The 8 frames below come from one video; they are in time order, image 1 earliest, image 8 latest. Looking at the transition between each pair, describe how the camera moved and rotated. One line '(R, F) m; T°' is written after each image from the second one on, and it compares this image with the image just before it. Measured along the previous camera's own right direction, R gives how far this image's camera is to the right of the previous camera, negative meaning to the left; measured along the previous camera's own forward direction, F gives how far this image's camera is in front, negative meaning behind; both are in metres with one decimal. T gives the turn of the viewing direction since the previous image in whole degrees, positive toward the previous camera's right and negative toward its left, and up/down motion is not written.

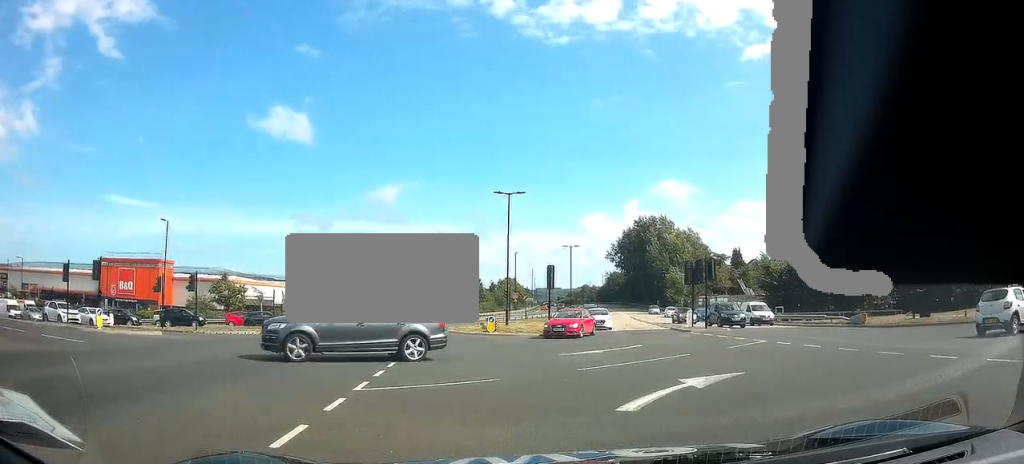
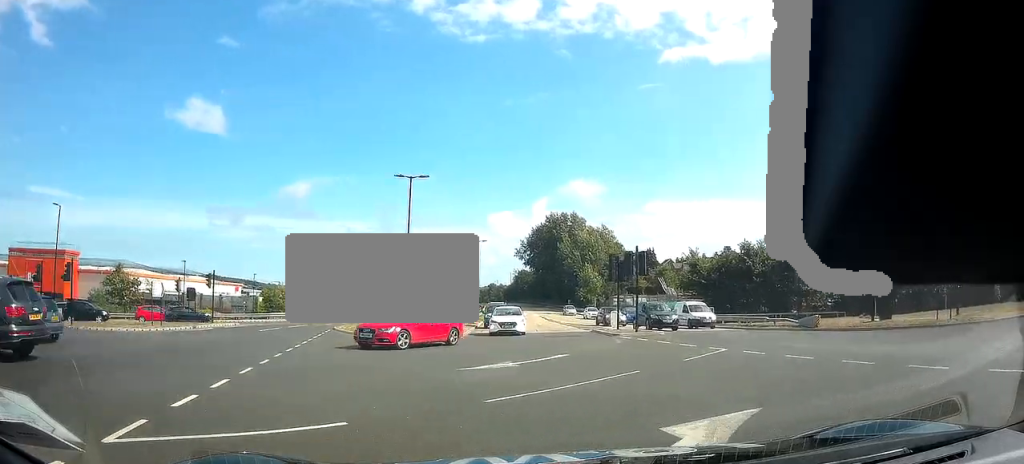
(+0.1, +3.6) m; +6°
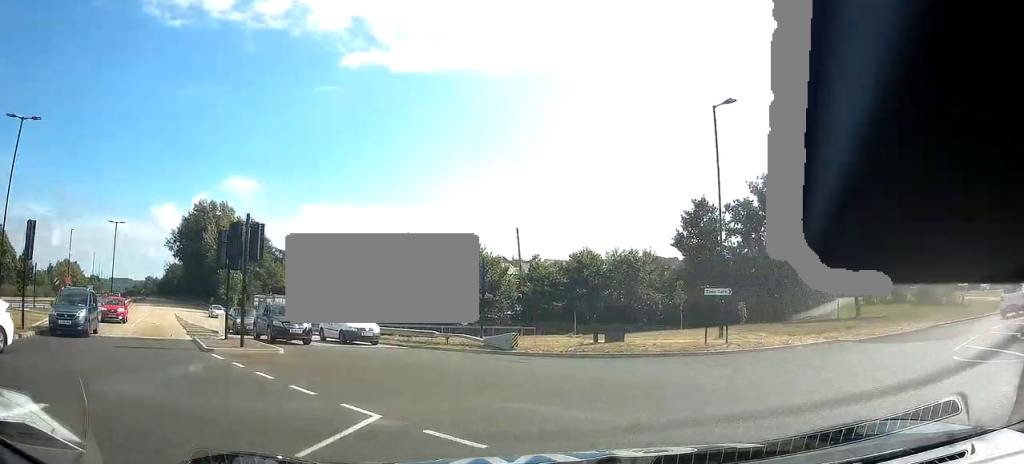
(+2.1, +6.8) m; +47°
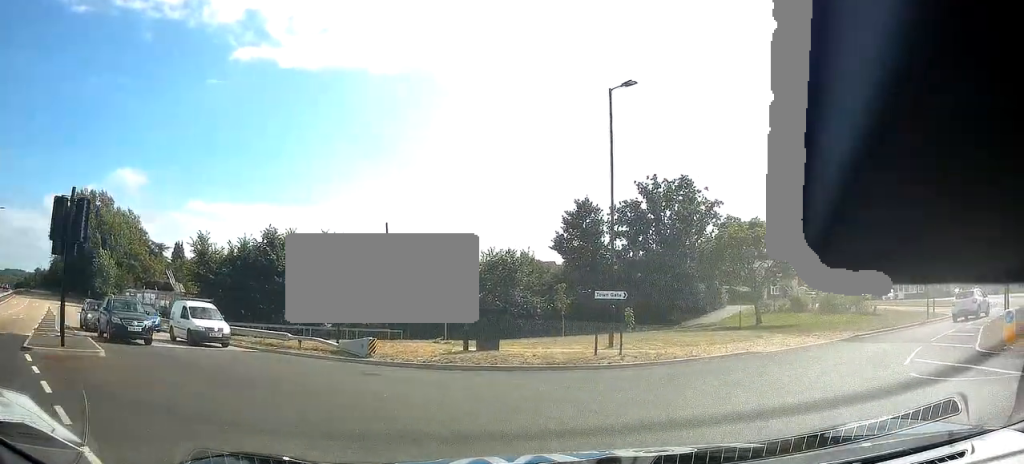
(0.0, +2.4) m; +21°
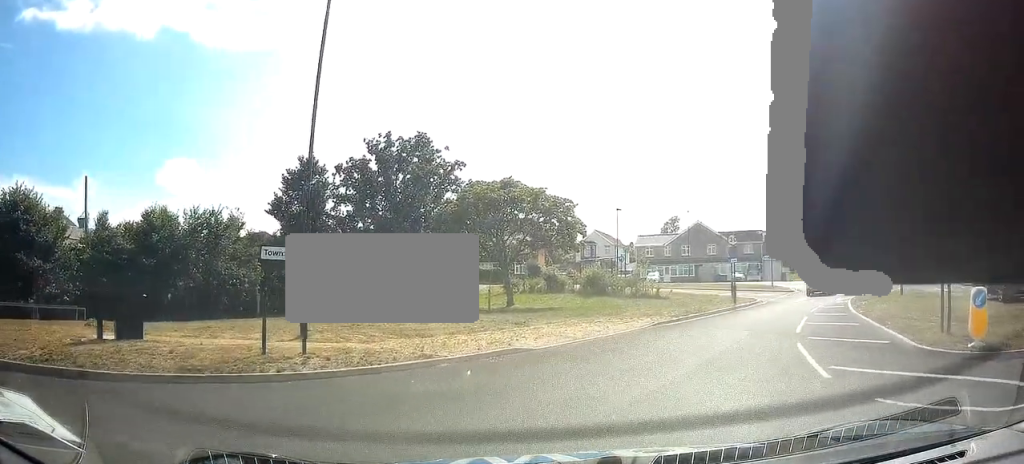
(+2.1, +6.0) m; +20°
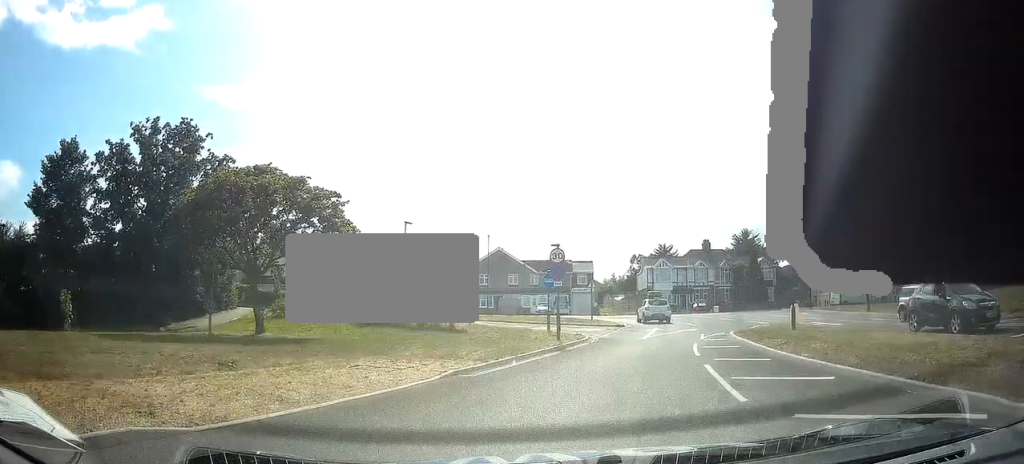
(0.0, +6.8) m; 0°
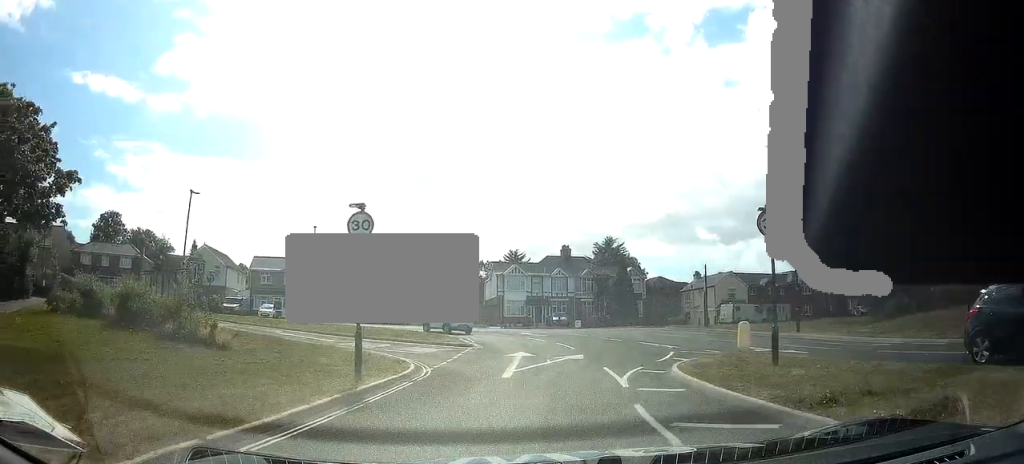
(0.0, +8.6) m; 0°
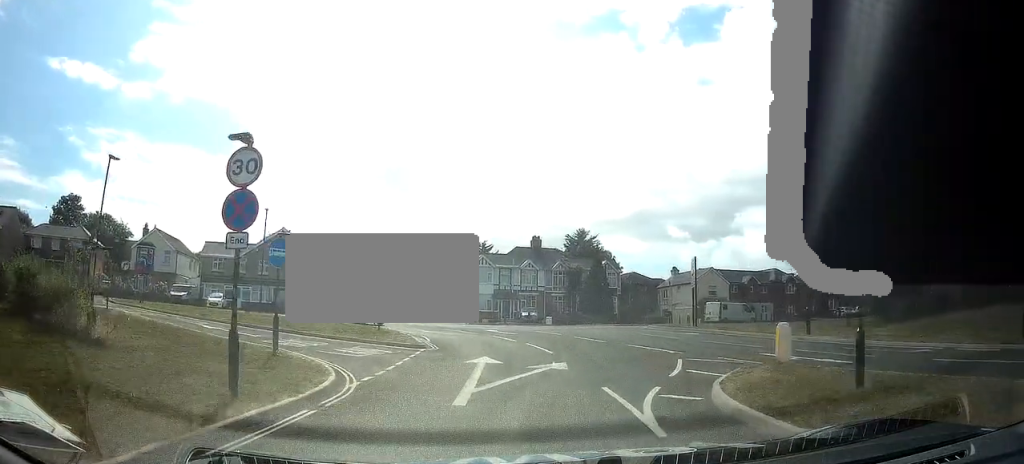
(0.0, +4.1) m; 0°
